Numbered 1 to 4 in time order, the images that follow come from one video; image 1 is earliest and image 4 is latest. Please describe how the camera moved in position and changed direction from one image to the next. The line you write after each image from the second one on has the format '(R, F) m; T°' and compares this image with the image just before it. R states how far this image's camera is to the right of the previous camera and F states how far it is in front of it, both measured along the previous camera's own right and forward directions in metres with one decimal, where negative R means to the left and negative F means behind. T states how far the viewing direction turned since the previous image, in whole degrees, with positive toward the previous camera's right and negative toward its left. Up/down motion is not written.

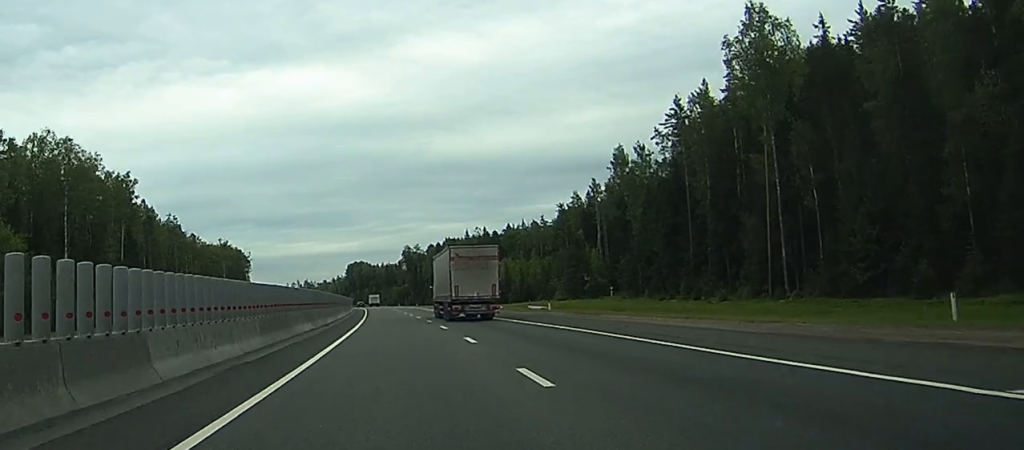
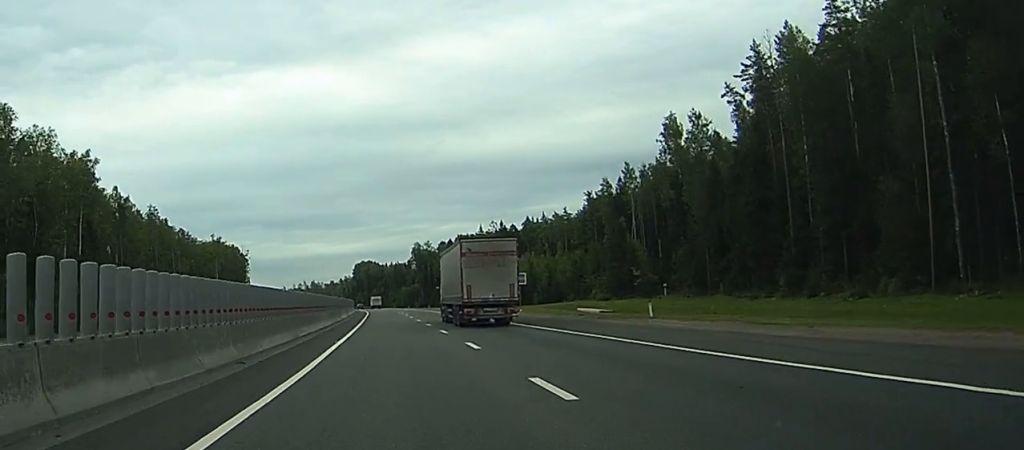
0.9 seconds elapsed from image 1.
(-0.1, +25.1) m; 0°
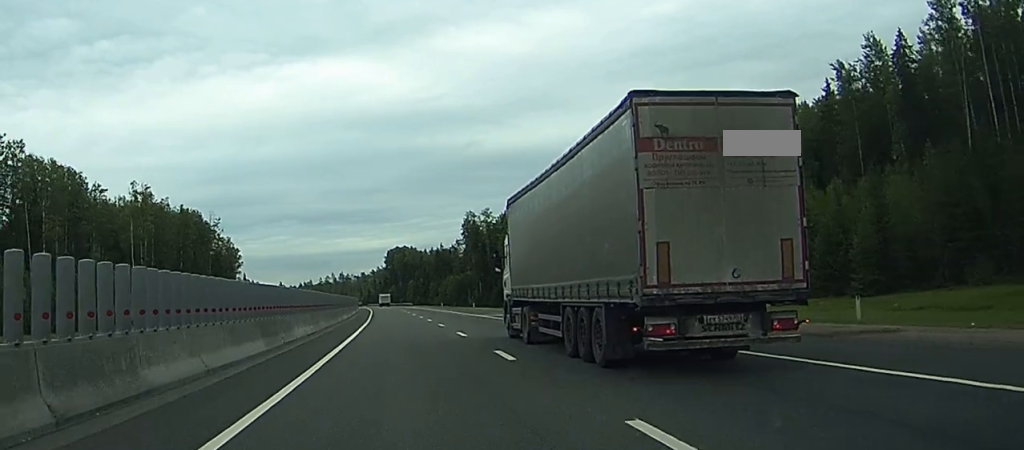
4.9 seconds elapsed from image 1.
(-2.6, +111.8) m; -3°
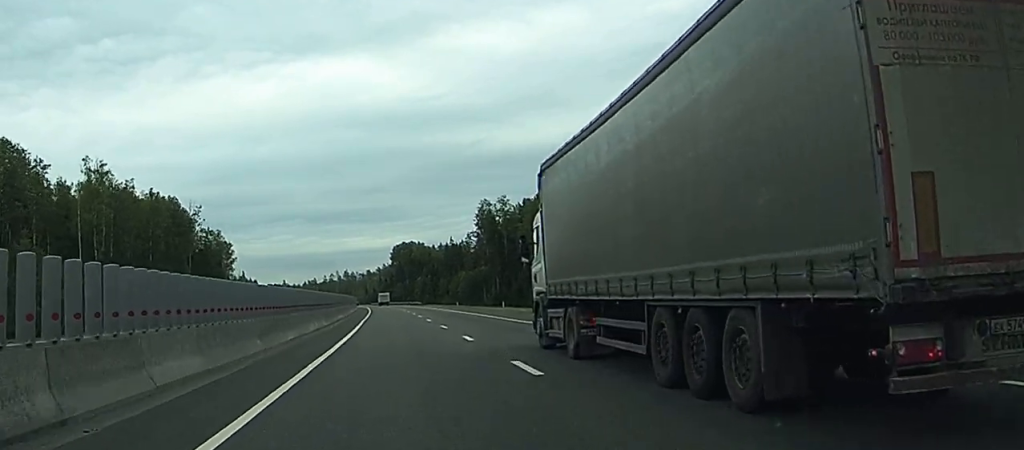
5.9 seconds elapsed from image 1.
(-0.2, +27.7) m; -1°
